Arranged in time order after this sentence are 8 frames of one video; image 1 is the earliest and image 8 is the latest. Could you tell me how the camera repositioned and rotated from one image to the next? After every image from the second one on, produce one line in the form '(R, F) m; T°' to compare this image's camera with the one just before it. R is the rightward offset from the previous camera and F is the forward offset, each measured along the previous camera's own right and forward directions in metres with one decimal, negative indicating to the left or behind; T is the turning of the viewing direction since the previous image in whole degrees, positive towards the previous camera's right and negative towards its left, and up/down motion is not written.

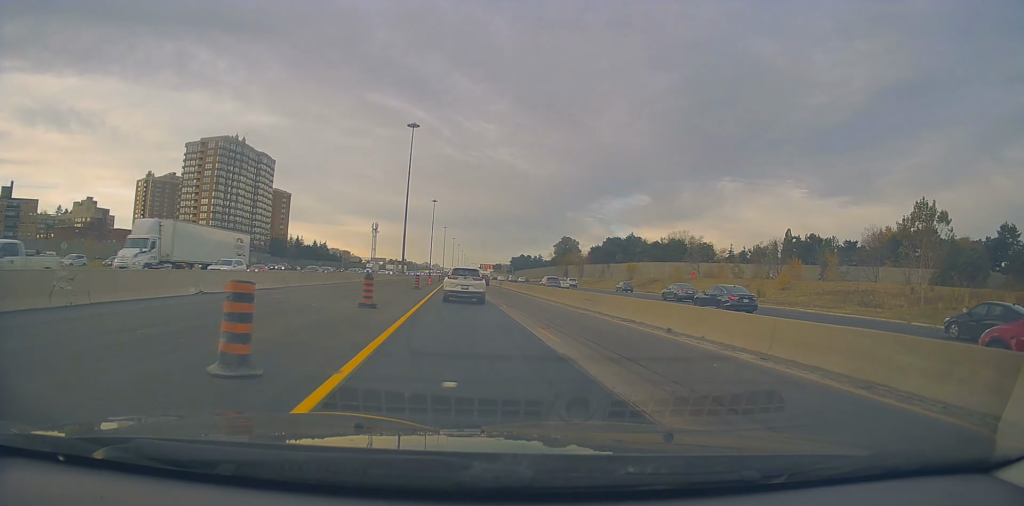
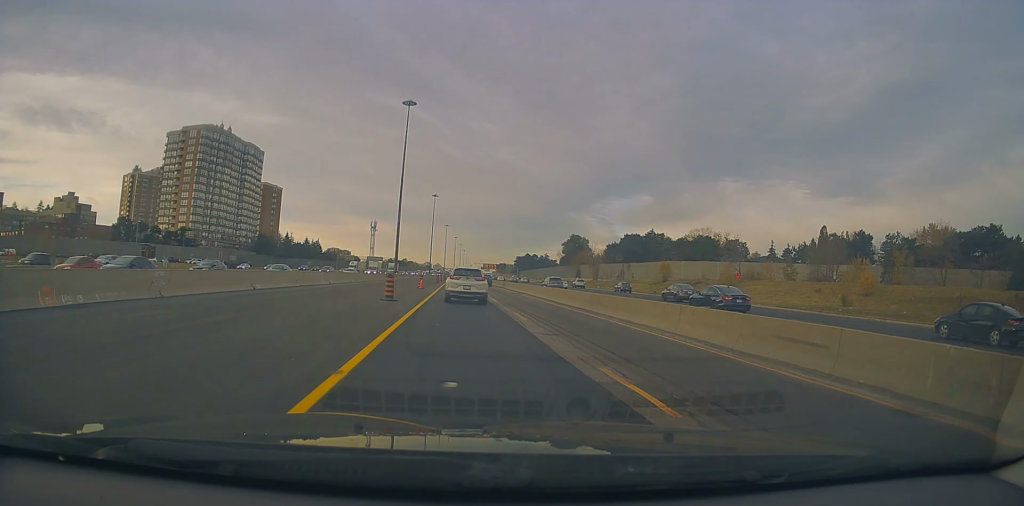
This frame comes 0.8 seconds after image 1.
(-0.2, +18.1) m; 0°
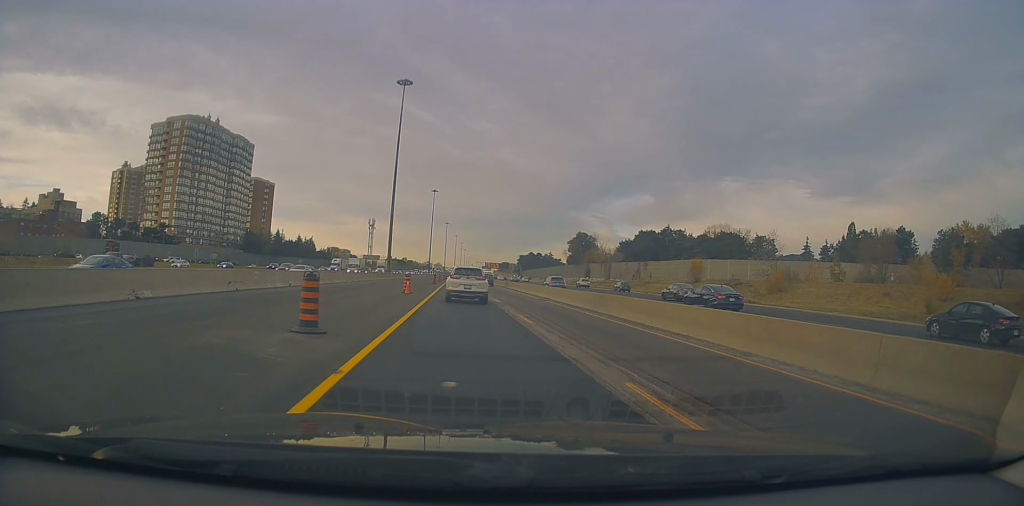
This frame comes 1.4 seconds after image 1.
(-0.4, +13.1) m; +1°
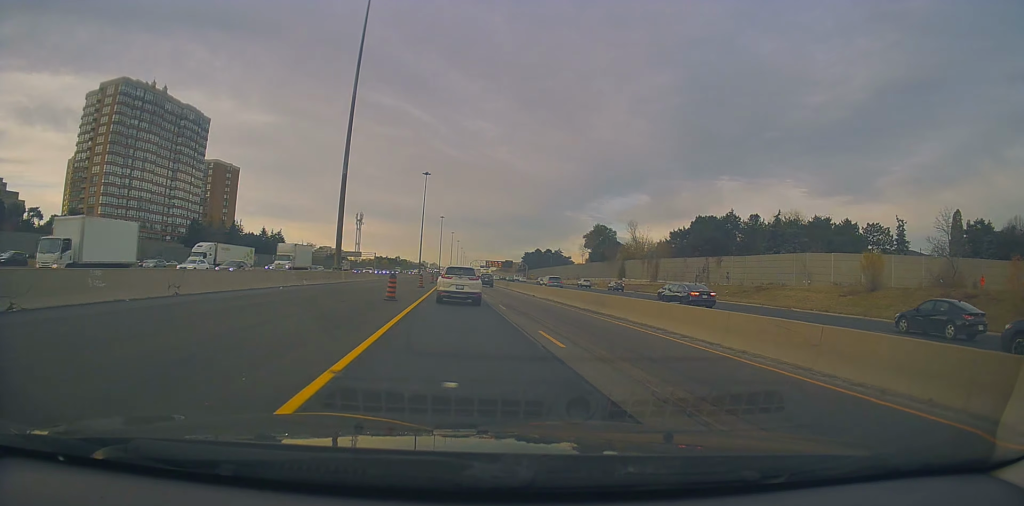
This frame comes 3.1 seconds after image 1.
(+1.4, +41.2) m; +1°
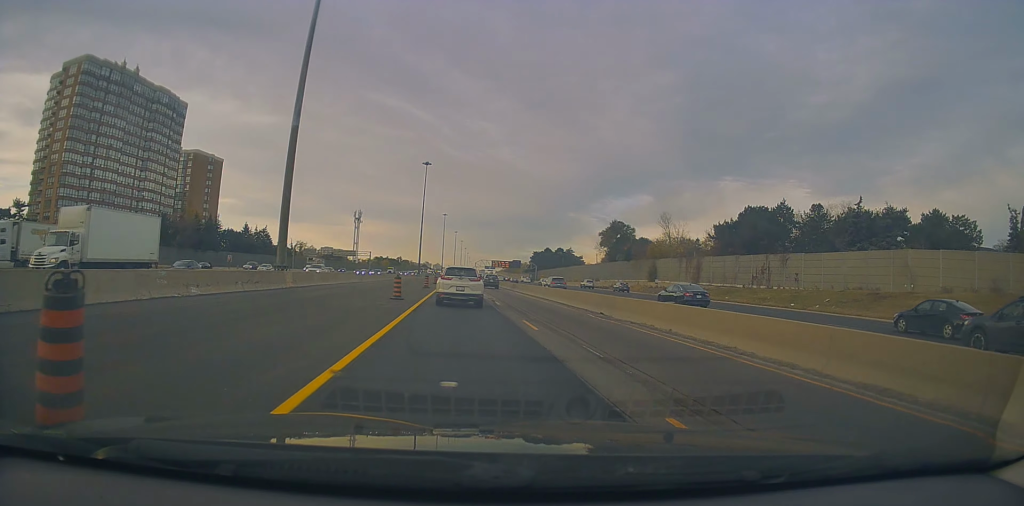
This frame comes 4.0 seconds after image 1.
(-0.4, +20.2) m; -1°
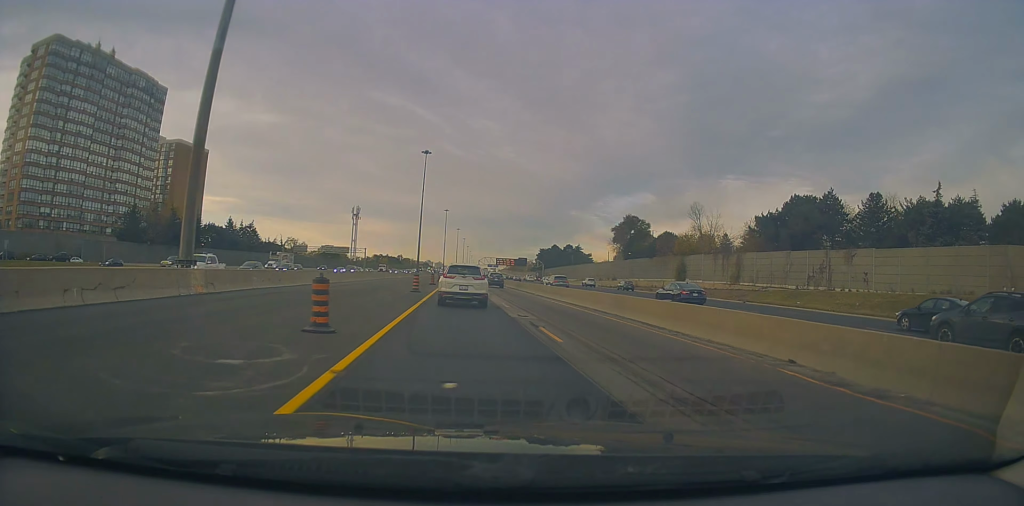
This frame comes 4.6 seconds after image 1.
(-0.2, +15.2) m; 0°
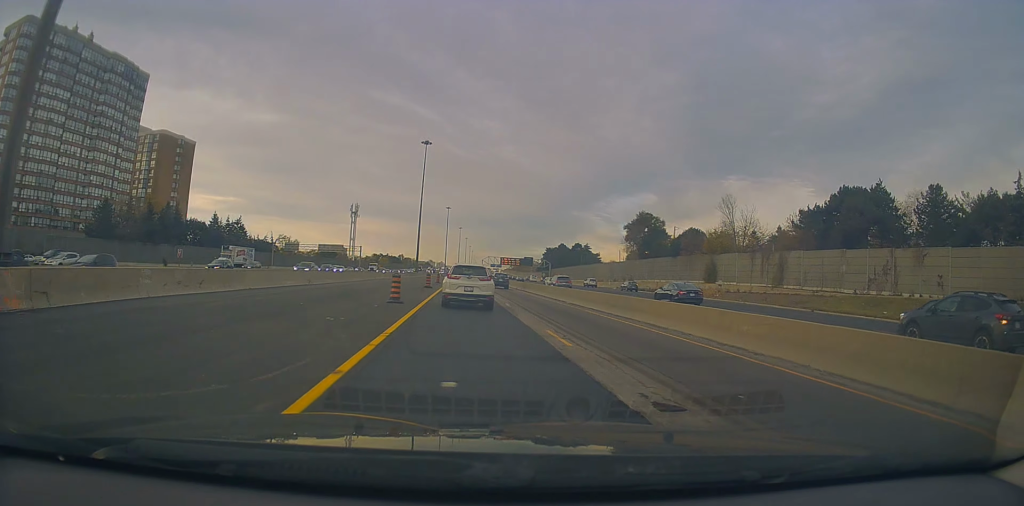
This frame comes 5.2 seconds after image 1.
(+0.2, +12.9) m; 0°
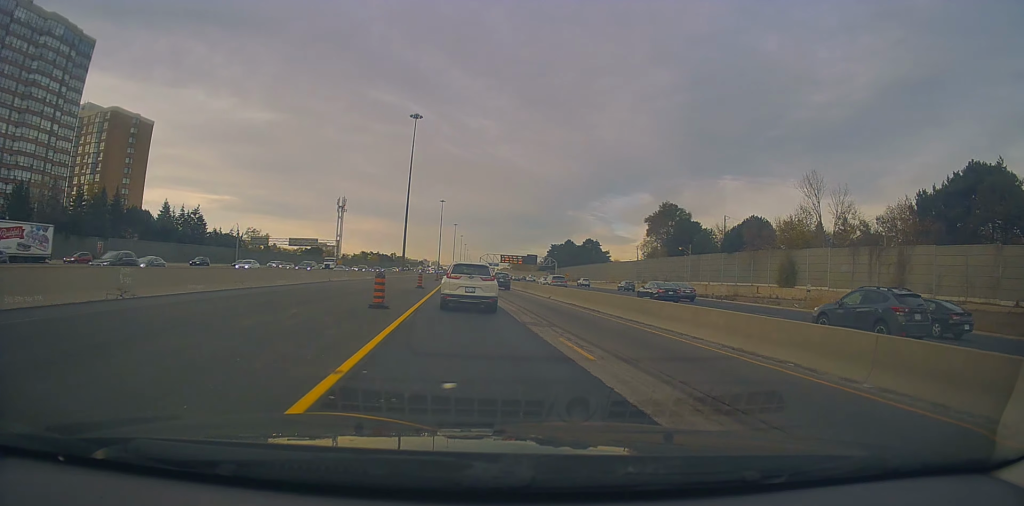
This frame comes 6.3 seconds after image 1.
(-0.3, +26.6) m; +1°
